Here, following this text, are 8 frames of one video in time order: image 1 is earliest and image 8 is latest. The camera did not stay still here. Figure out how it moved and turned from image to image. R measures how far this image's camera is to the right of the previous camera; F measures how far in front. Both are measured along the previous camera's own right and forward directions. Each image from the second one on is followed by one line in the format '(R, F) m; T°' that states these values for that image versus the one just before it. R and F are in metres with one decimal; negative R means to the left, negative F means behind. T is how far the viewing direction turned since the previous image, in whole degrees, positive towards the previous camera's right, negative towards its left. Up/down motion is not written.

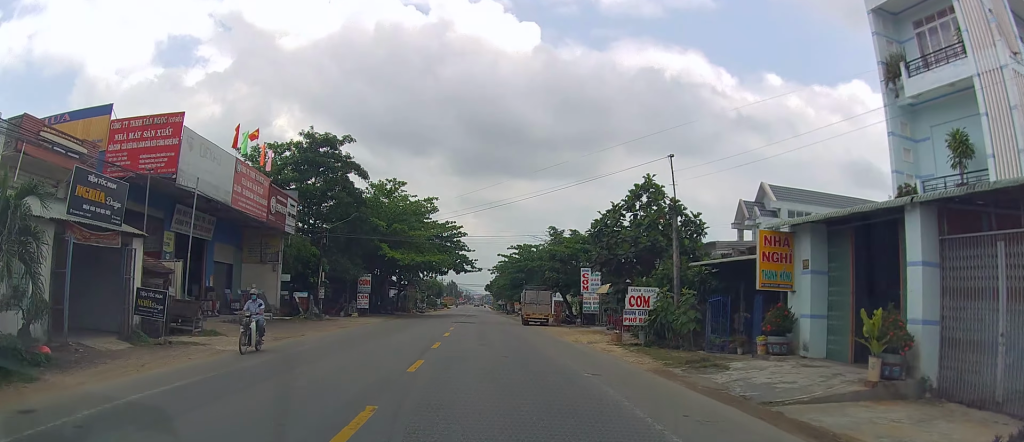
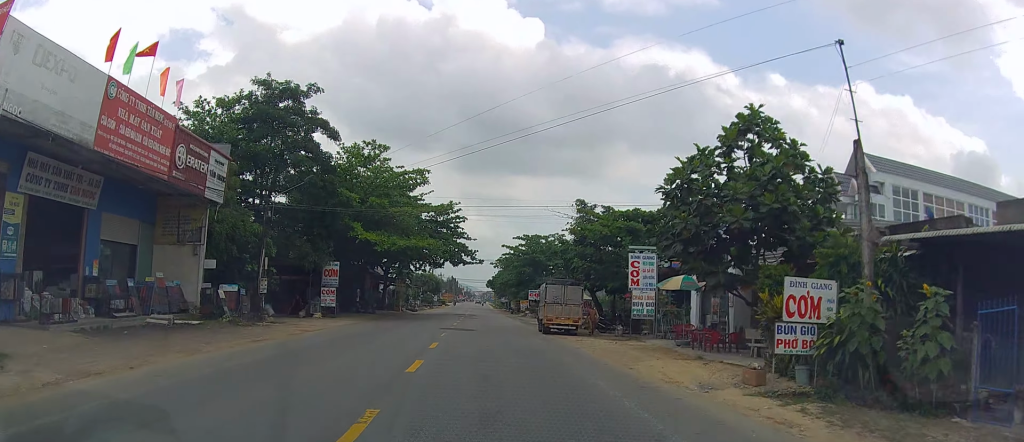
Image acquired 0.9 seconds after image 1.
(+0.2, +13.1) m; +2°
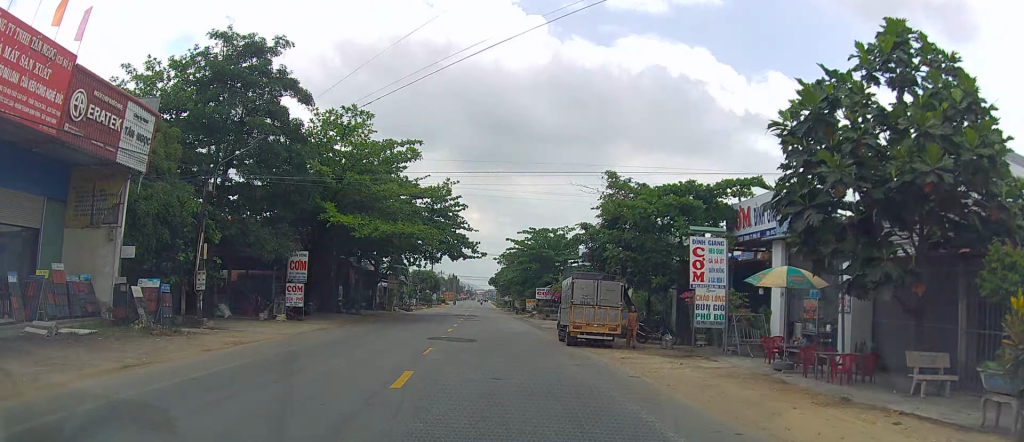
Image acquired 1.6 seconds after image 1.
(+0.4, +9.7) m; 0°
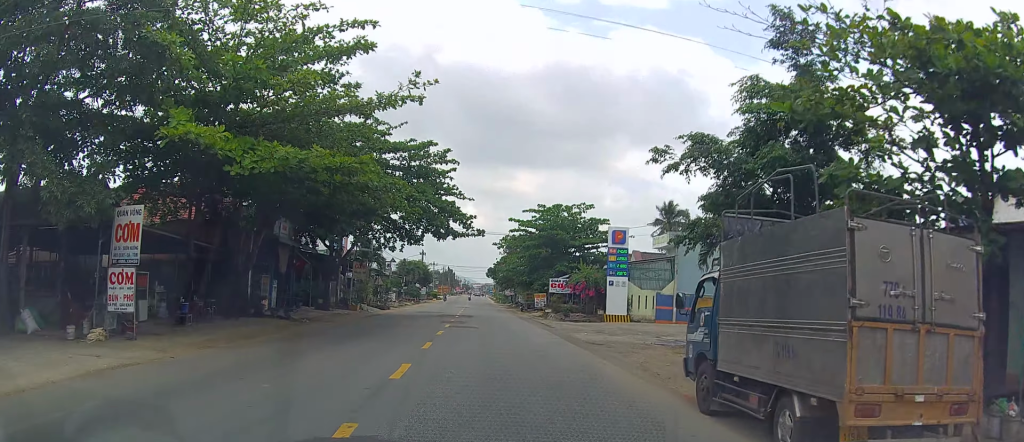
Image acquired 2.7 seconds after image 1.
(-0.5, +16.2) m; +1°
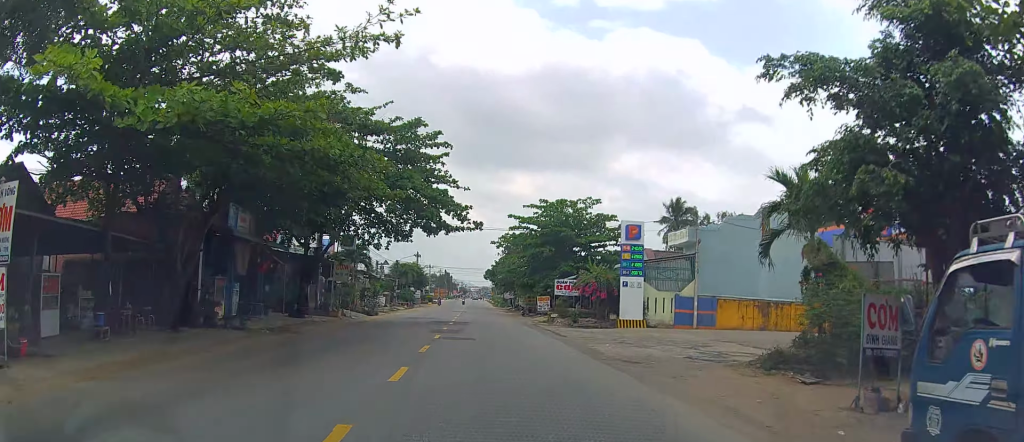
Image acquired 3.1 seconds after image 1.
(+0.4, +6.0) m; 0°
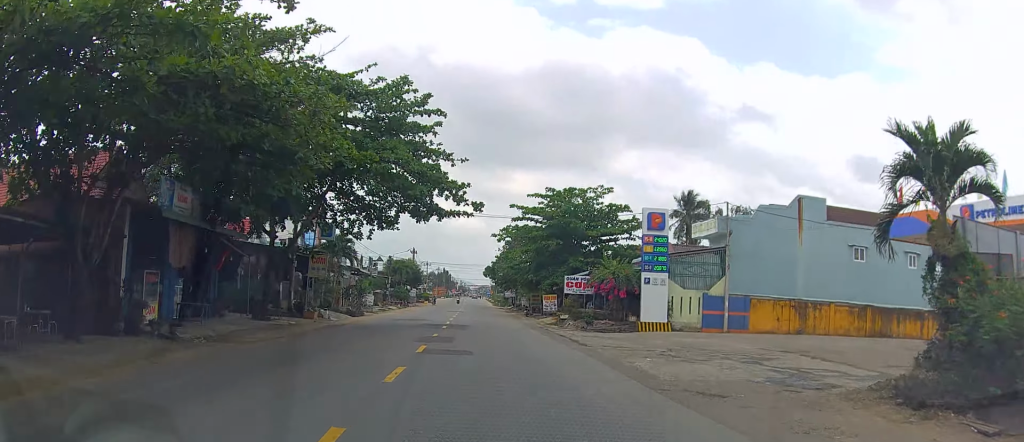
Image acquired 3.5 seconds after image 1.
(+0.4, +6.5) m; 0°
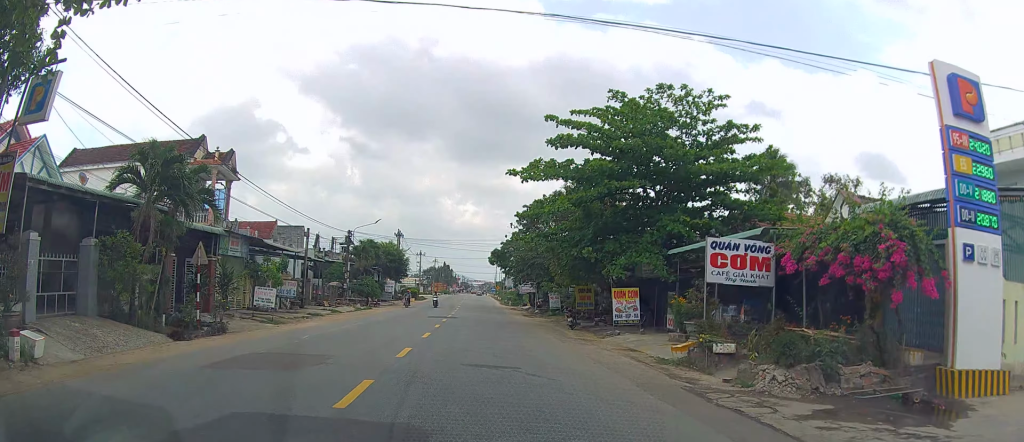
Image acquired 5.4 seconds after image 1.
(-1.8, +28.7) m; 0°
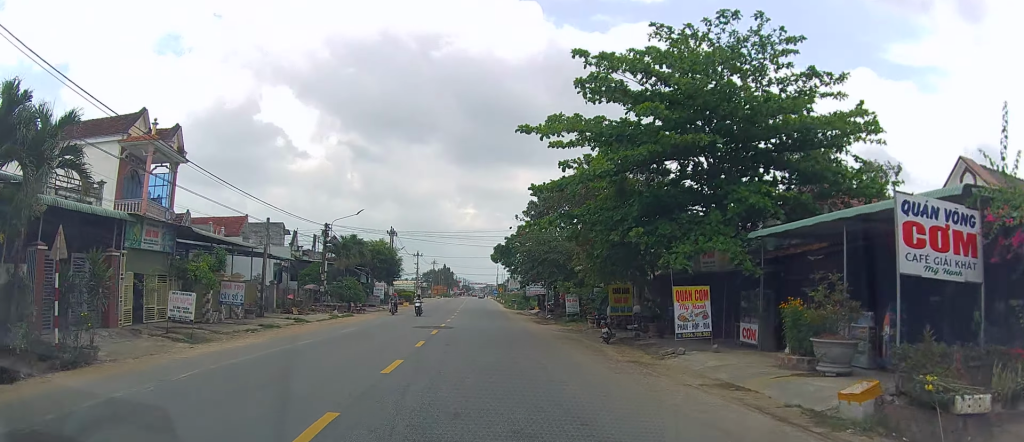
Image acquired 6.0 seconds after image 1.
(+0.4, +8.8) m; +2°
